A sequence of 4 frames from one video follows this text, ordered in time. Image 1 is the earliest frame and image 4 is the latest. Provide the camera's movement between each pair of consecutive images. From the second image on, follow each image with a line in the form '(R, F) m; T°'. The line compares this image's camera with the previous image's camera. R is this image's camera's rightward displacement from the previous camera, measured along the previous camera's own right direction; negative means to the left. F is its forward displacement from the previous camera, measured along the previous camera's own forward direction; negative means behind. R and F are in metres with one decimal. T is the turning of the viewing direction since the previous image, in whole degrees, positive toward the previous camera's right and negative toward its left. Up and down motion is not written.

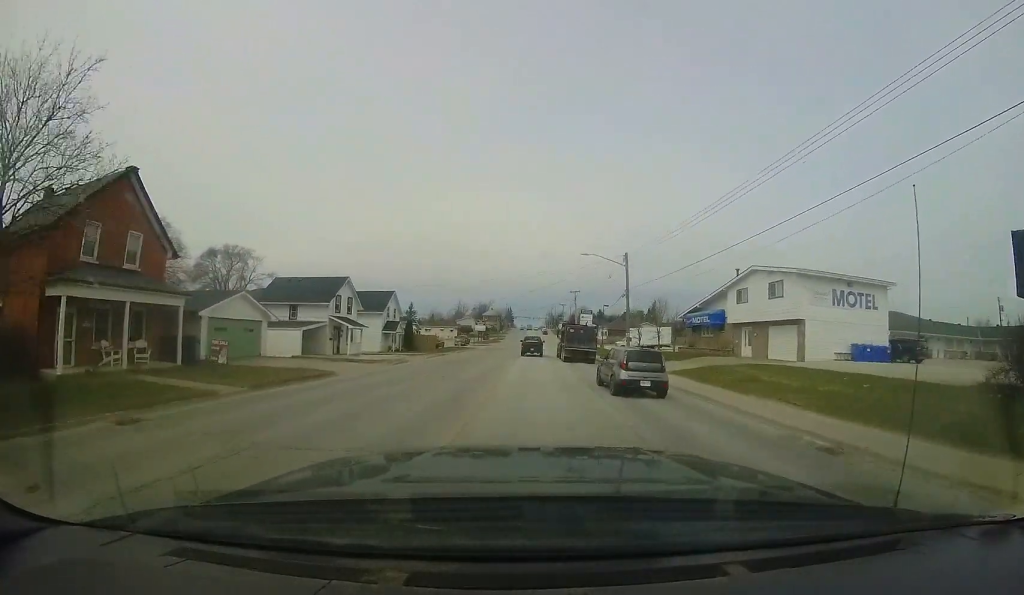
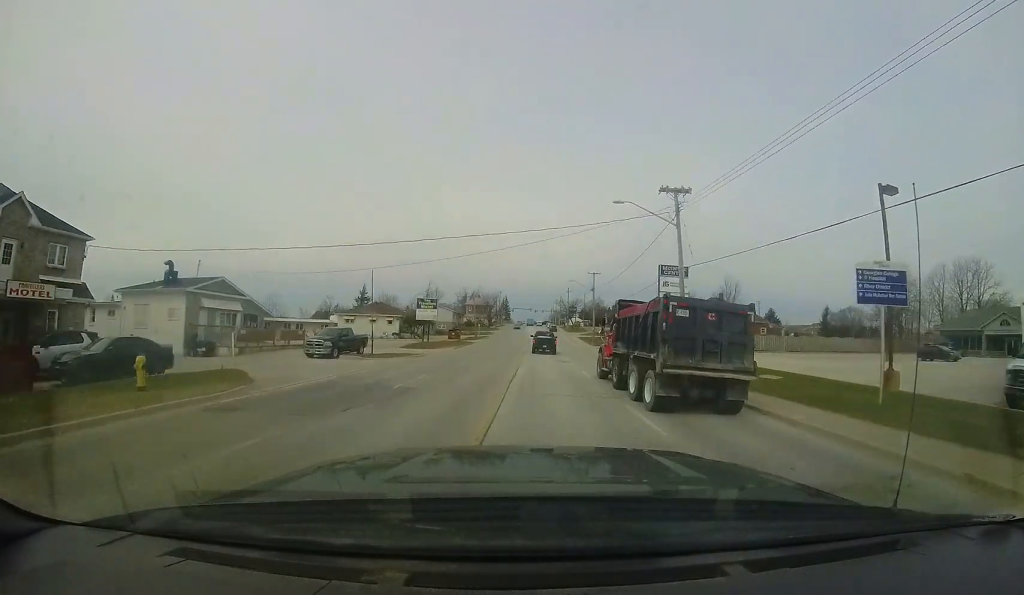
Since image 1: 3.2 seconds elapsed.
(-0.4, +49.4) m; -3°
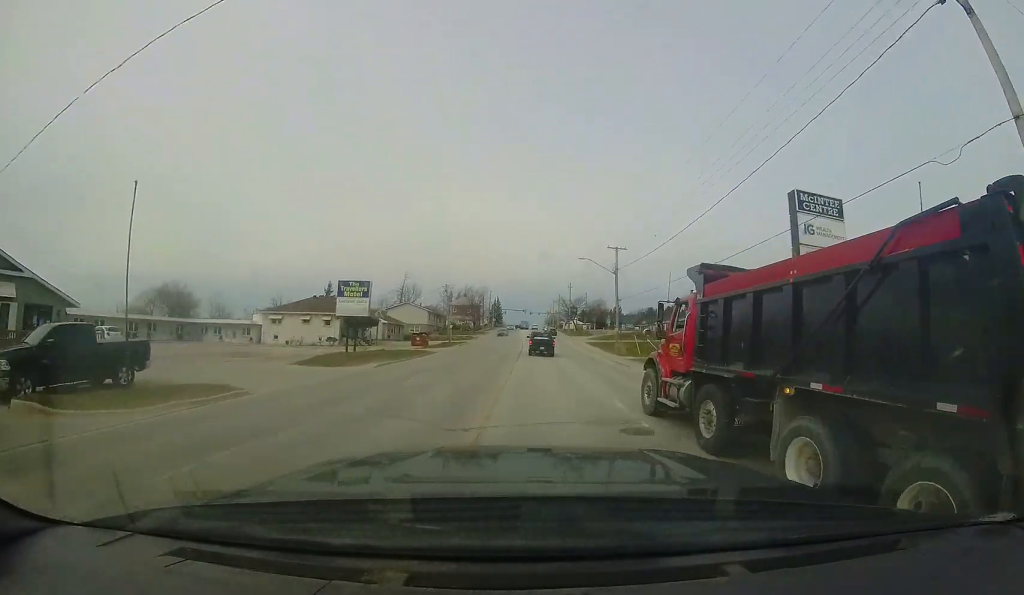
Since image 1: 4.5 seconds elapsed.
(+0.1, +17.3) m; +1°
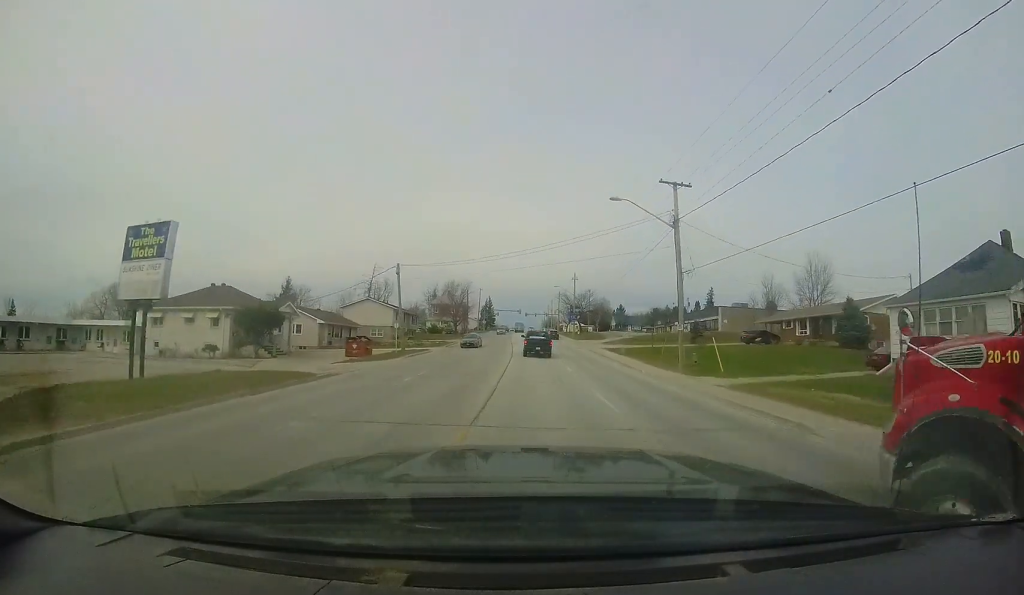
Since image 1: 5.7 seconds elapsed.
(0.0, +16.1) m; 0°
